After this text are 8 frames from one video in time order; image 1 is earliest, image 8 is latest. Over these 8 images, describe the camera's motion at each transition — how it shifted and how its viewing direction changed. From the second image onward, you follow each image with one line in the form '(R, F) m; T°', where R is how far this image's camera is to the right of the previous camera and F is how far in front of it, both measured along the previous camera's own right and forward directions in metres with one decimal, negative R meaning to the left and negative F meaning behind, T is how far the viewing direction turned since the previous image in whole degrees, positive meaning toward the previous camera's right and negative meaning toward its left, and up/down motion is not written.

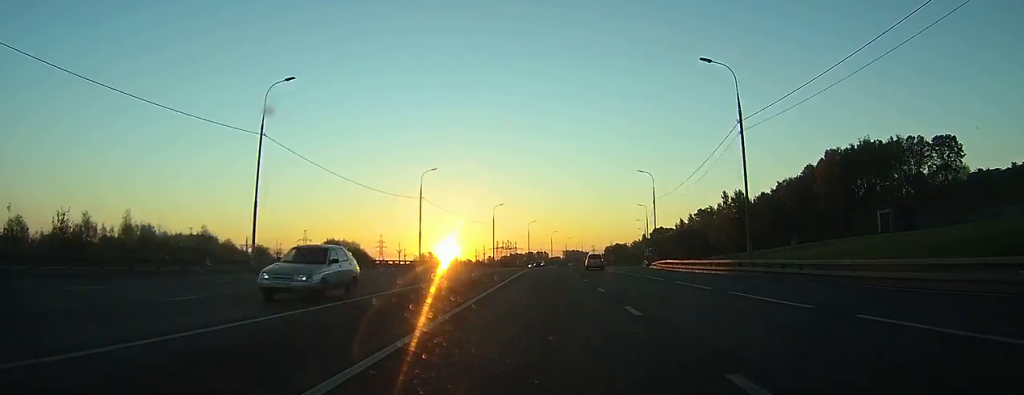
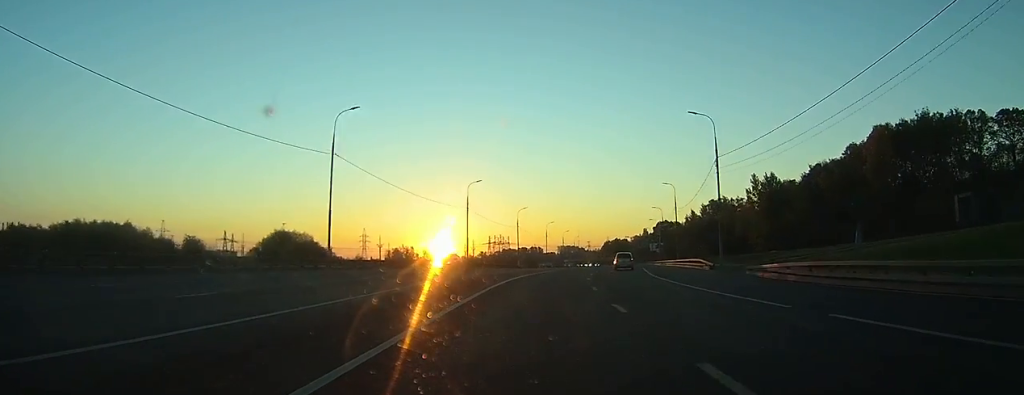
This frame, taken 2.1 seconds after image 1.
(0.0, +31.1) m; +1°
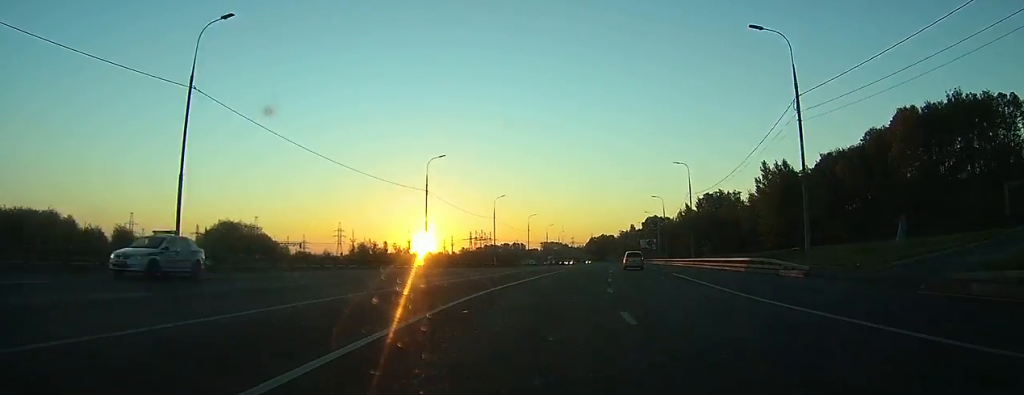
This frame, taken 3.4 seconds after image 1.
(-0.2, +18.3) m; +1°
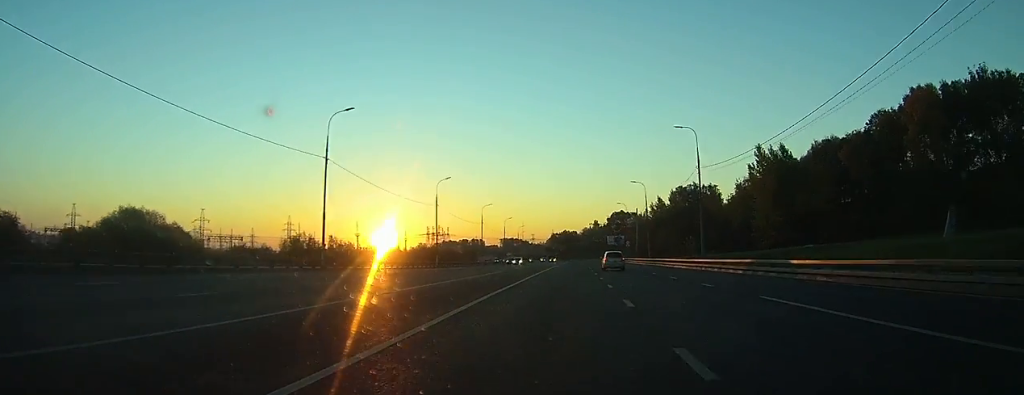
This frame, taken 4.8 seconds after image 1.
(+0.7, +20.1) m; +3°
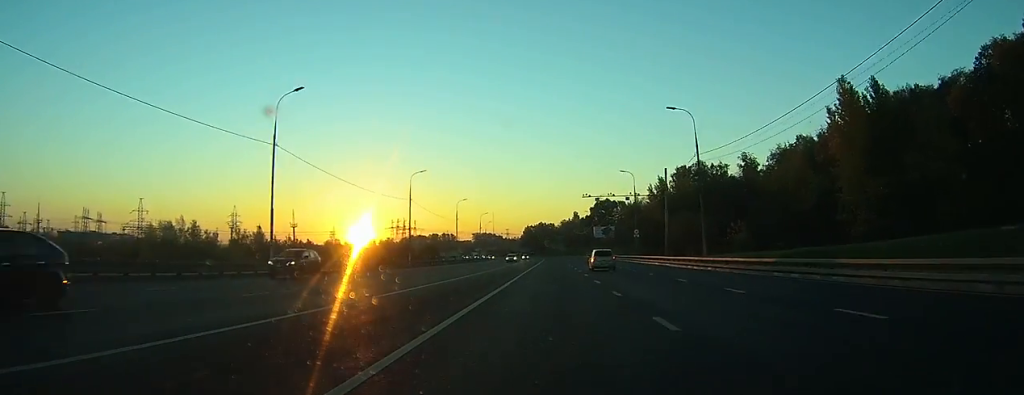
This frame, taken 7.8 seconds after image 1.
(+1.9, +43.6) m; +4°
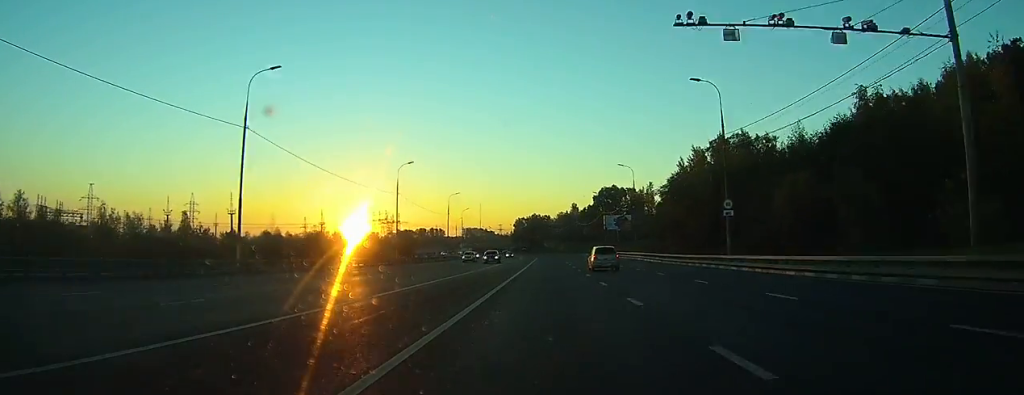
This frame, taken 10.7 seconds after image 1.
(+0.2, +42.6) m; 0°
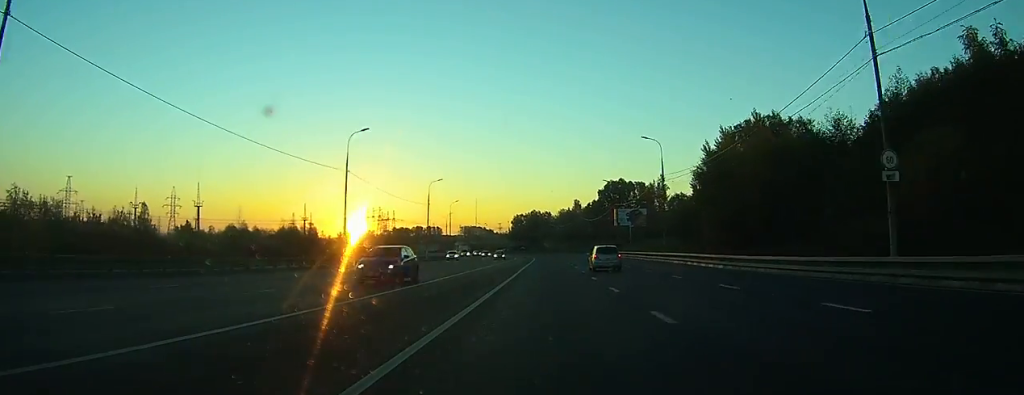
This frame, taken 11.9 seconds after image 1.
(0.0, +19.1) m; 0°
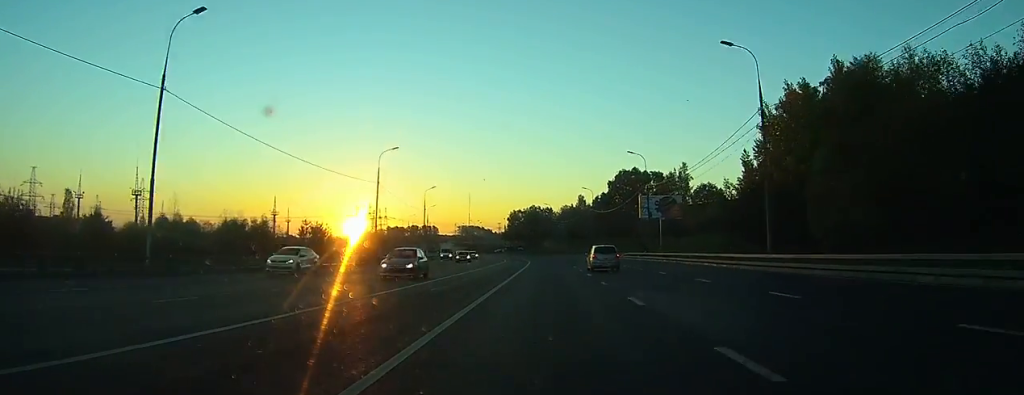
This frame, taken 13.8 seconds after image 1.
(0.0, +28.3) m; 0°
